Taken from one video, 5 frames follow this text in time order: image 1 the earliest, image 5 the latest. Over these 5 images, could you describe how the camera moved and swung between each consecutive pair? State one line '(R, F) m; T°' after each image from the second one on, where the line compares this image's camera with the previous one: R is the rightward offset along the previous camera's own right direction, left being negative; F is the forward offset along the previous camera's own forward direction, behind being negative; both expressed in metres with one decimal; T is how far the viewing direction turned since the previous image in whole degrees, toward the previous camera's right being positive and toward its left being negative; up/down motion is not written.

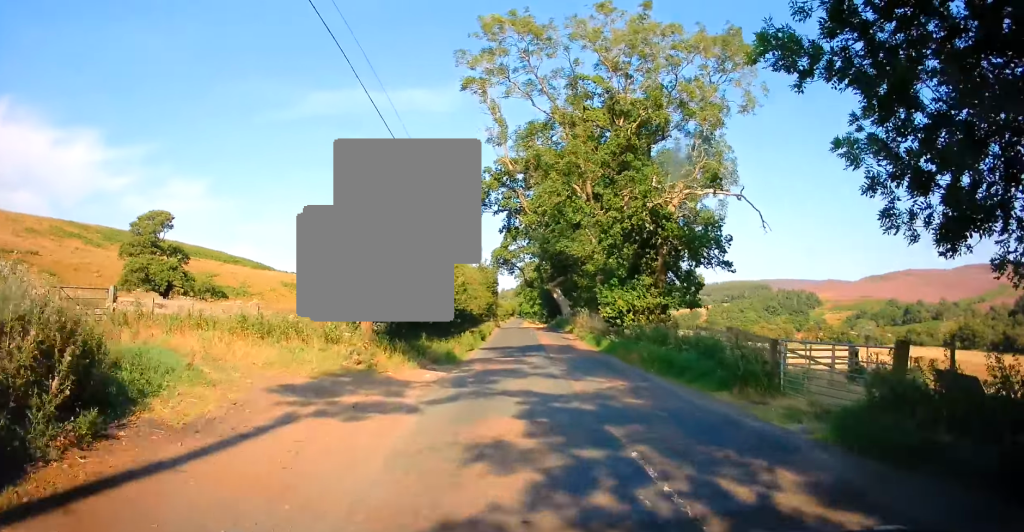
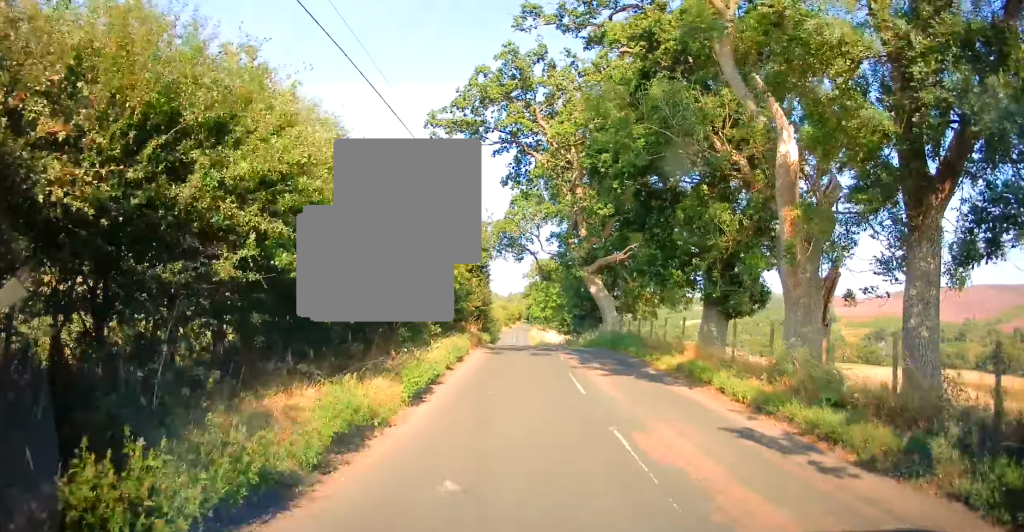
(-0.1, +24.9) m; -1°
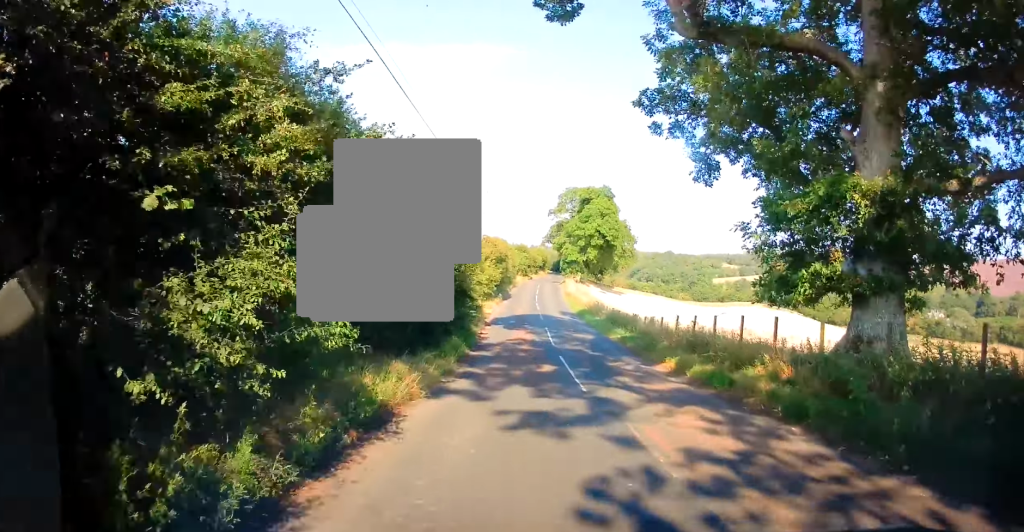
(+0.6, +43.8) m; +1°
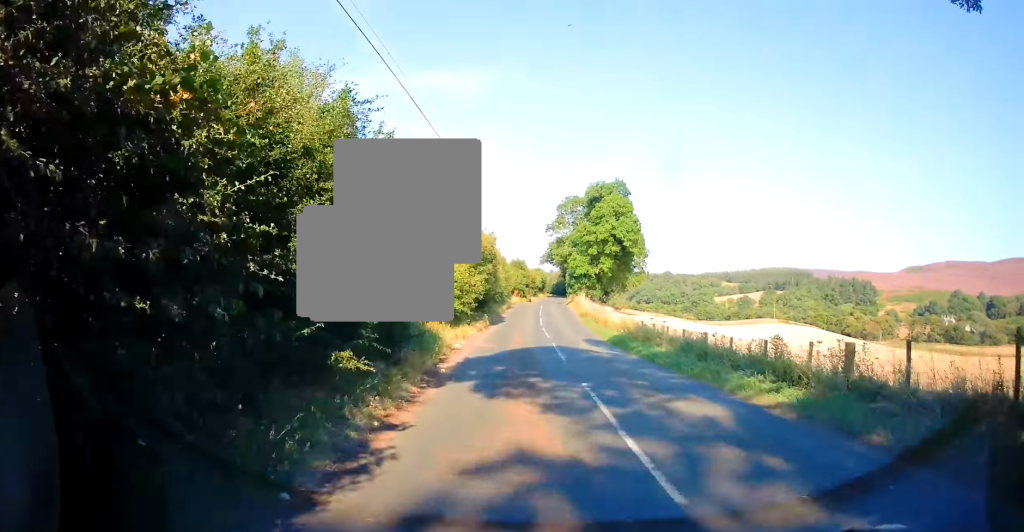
(+0.1, +14.6) m; -1°
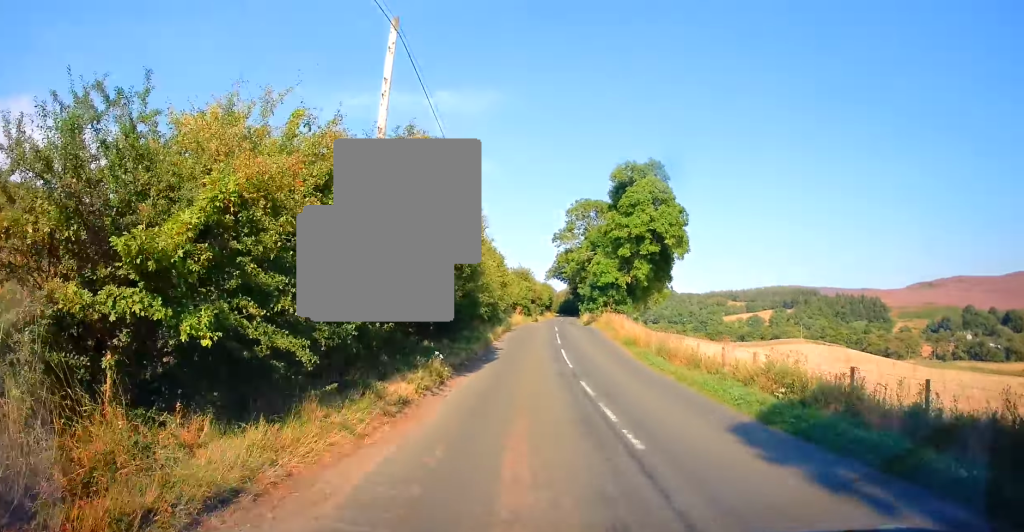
(-0.4, +15.7) m; -1°
